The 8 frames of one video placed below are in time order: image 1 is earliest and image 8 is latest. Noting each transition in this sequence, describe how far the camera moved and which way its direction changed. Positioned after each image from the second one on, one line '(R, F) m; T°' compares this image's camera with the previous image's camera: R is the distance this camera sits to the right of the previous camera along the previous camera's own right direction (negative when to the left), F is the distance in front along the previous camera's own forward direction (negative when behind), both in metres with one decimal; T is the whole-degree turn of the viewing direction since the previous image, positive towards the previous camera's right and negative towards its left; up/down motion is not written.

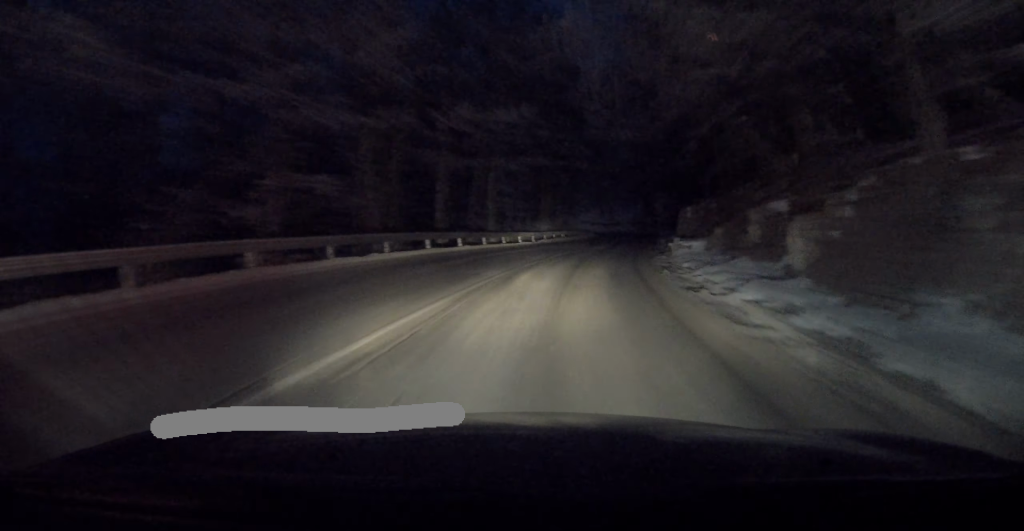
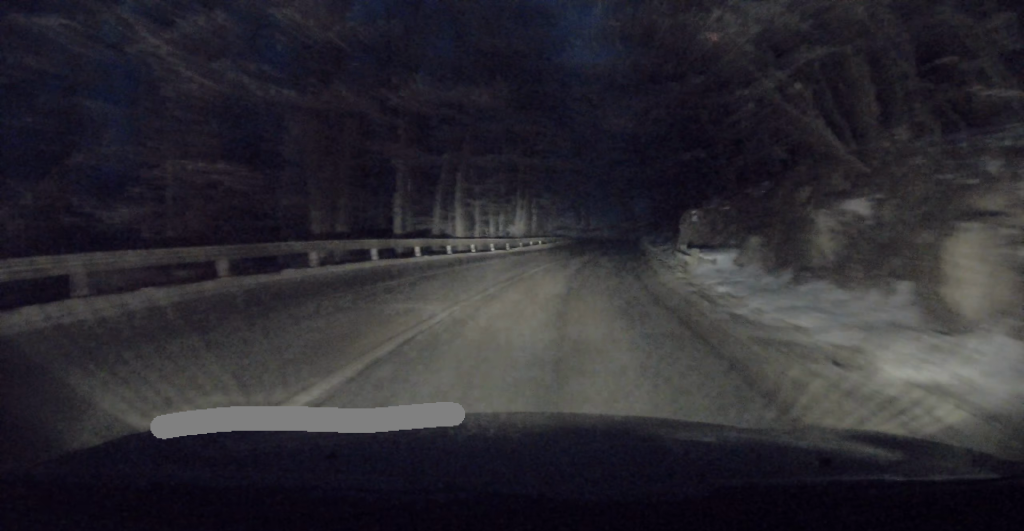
(+0.3, +5.2) m; +2°
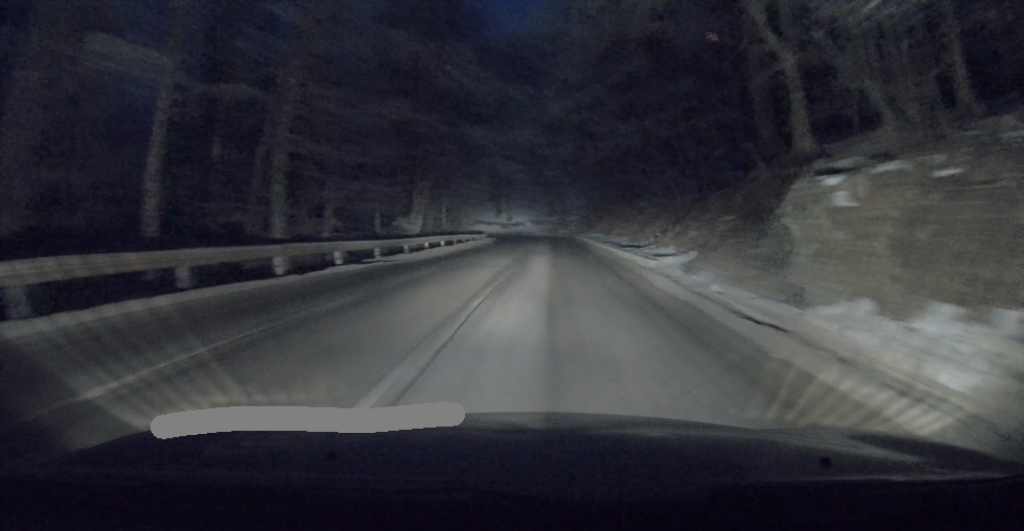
(+0.6, +17.5) m; +4°
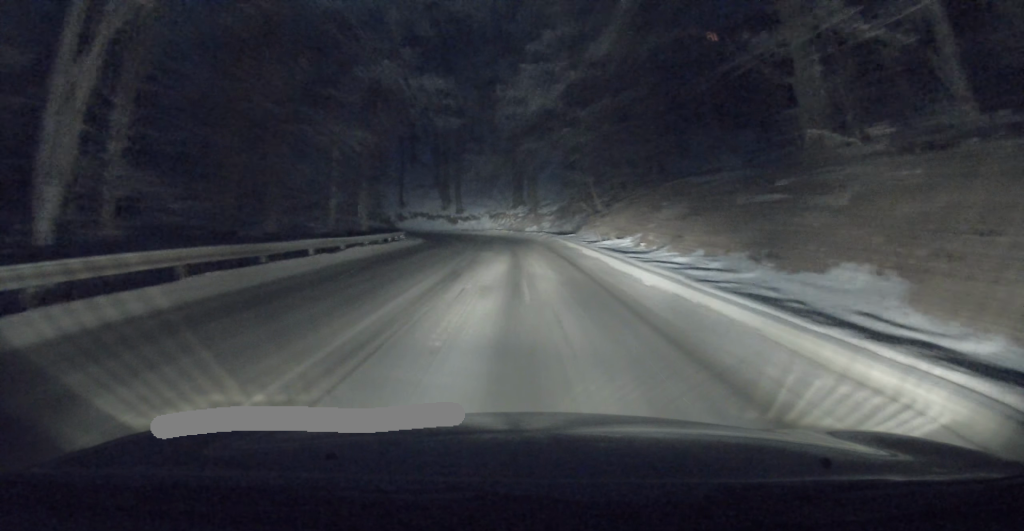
(+1.9, +31.6) m; +3°
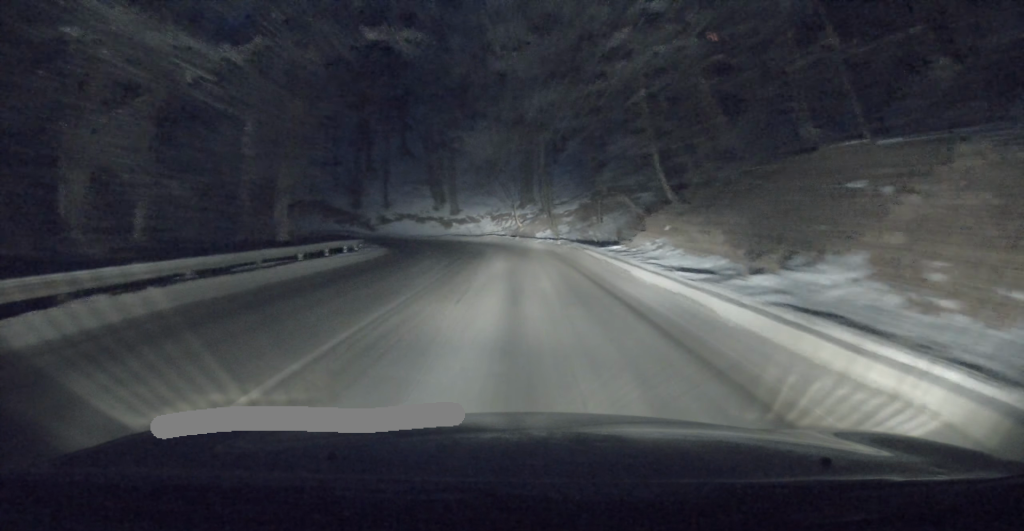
(-0.4, +14.4) m; -2°
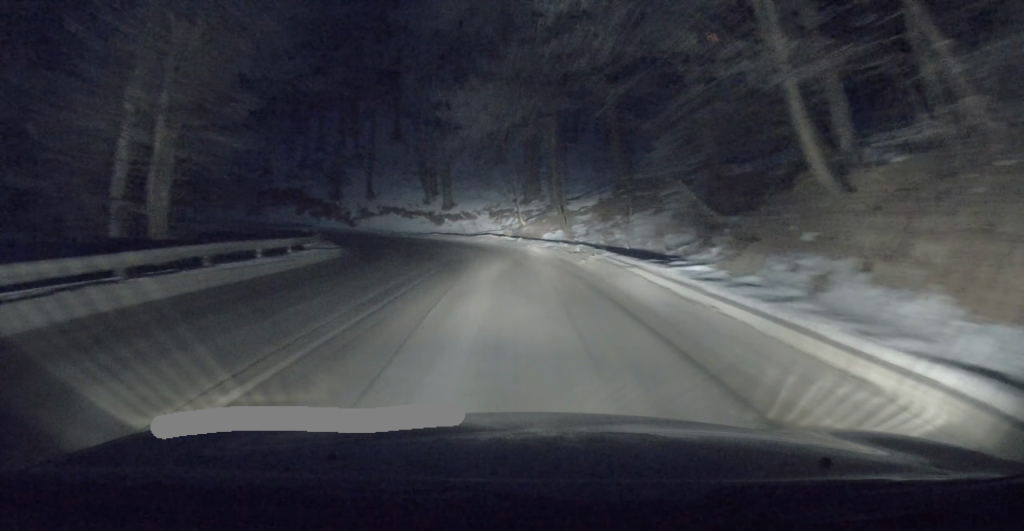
(0.0, +8.9) m; -2°
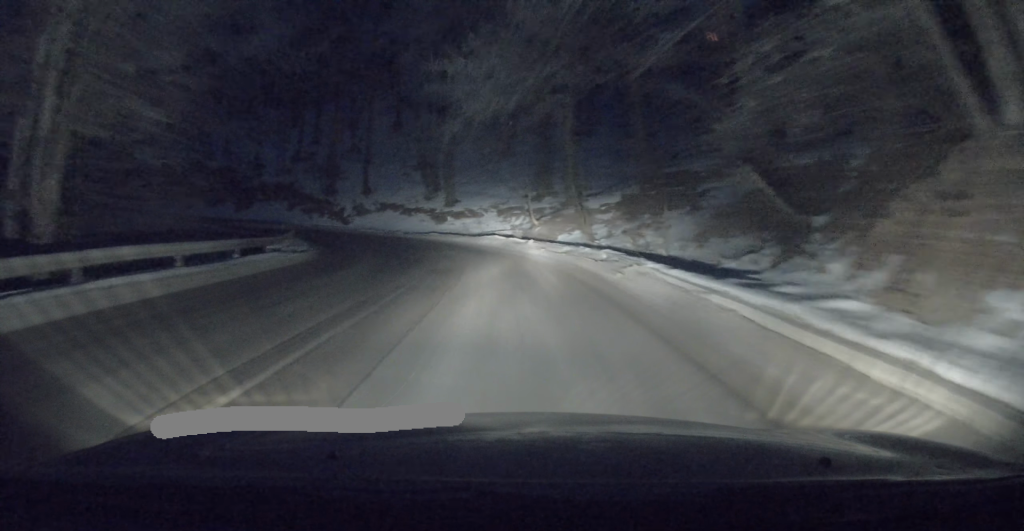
(-0.1, +4.6) m; -1°
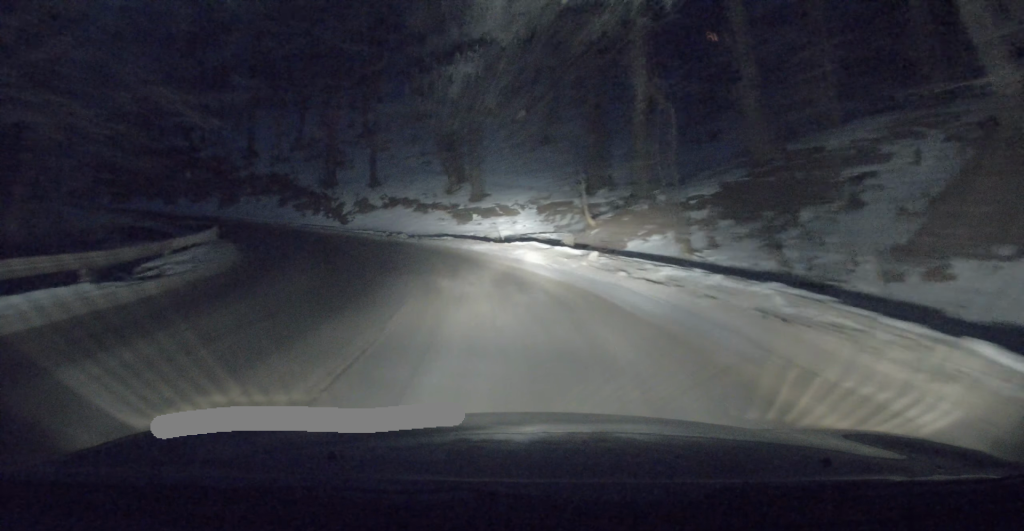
(-0.3, +10.1) m; -5°
